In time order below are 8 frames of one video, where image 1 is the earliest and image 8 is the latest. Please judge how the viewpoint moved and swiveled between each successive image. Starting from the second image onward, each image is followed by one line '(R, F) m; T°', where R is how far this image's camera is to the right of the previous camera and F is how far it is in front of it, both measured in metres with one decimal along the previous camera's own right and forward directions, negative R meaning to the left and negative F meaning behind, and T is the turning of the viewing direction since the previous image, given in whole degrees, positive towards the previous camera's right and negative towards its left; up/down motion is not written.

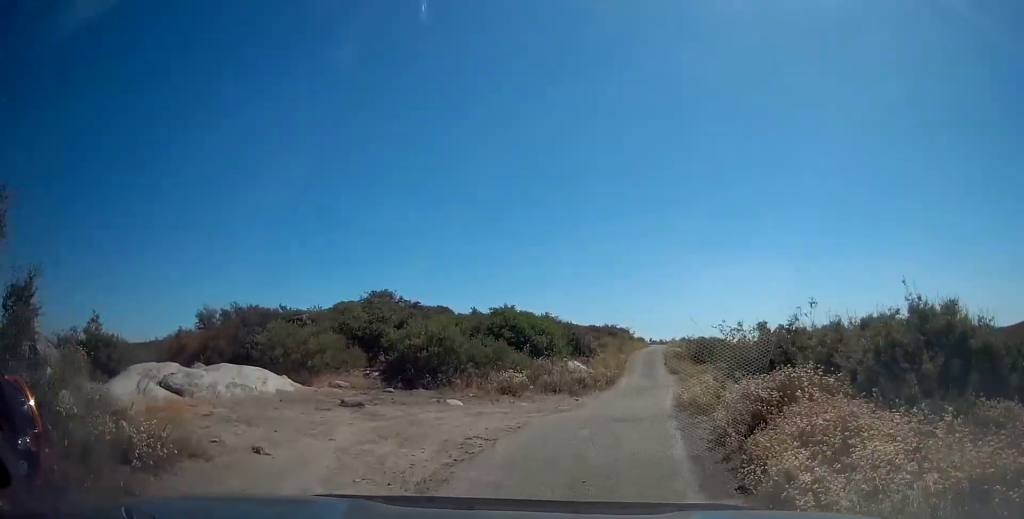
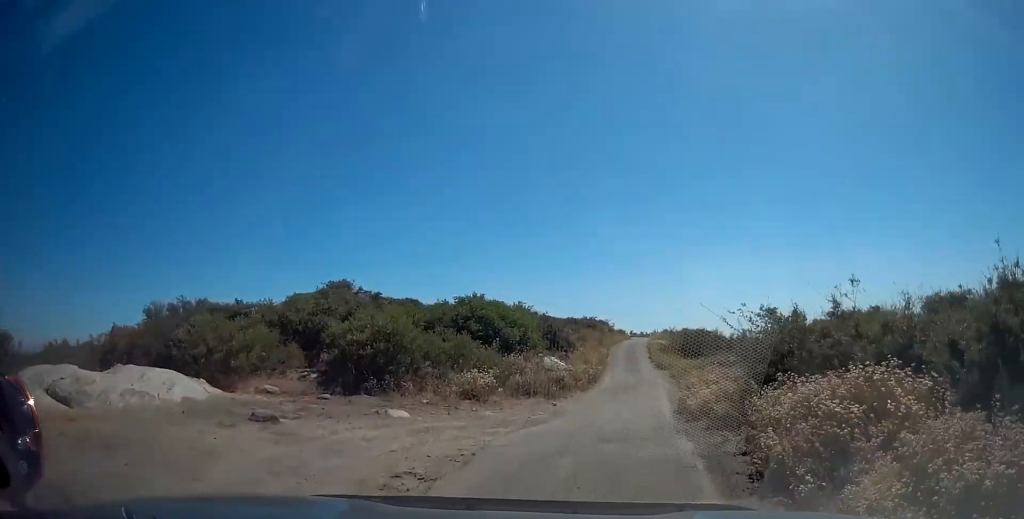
(+0.2, +3.4) m; +2°
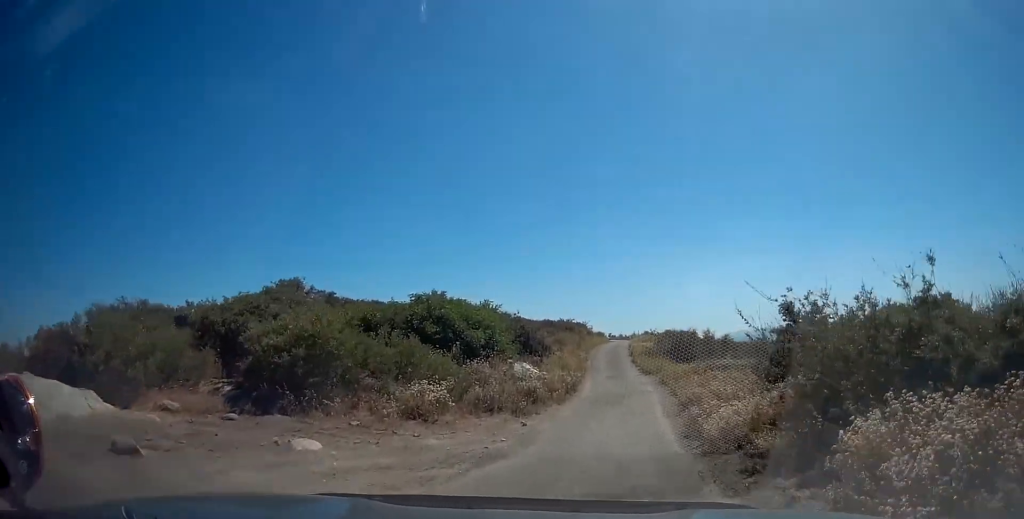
(+0.2, +3.5) m; +1°
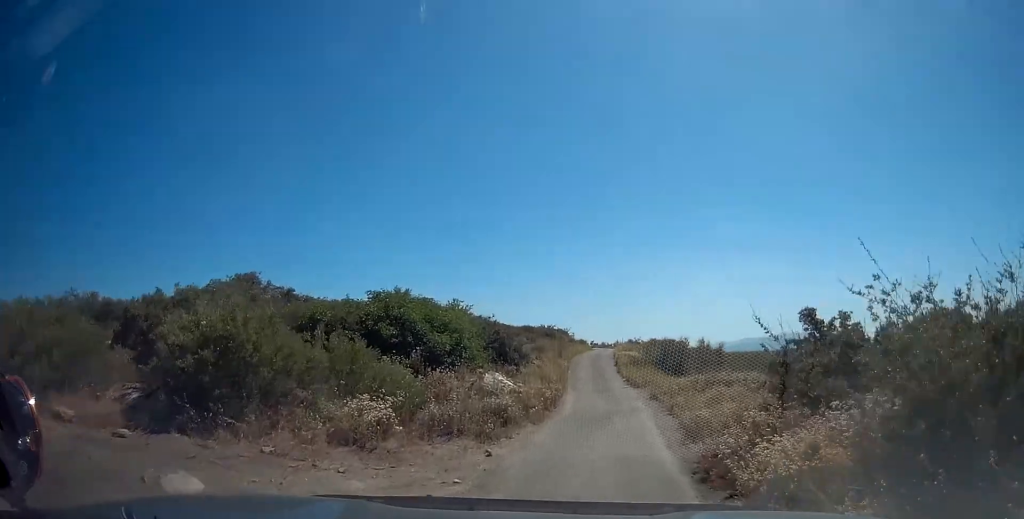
(0.0, +2.9) m; +1°
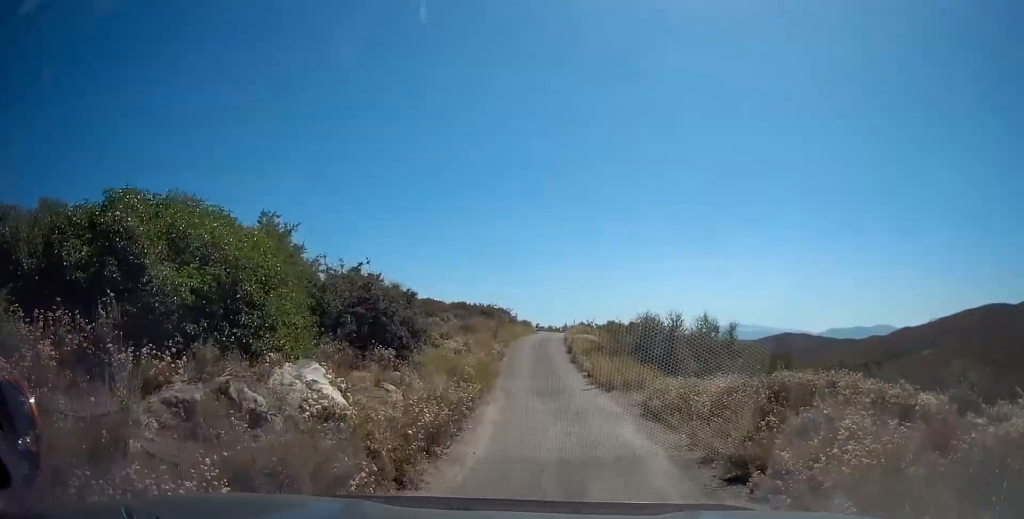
(+0.2, +10.8) m; +5°
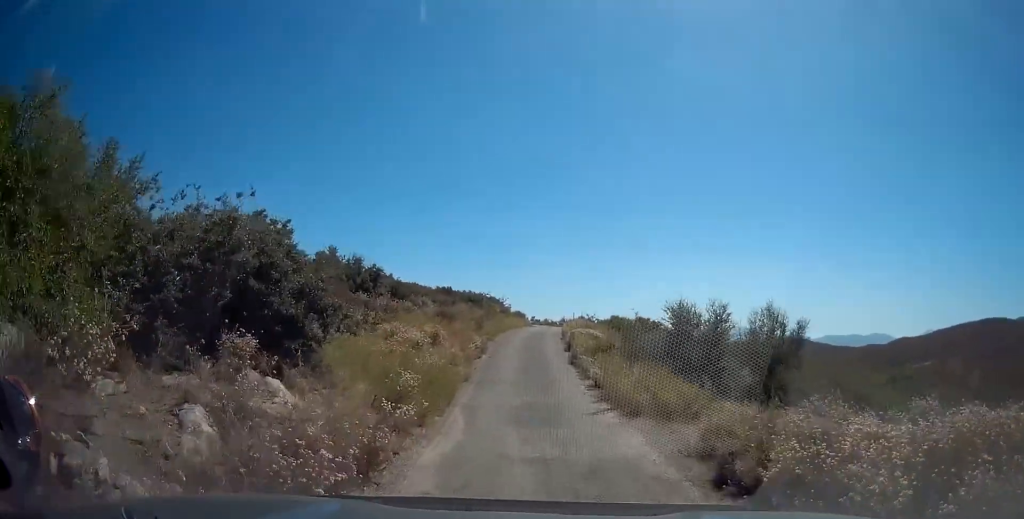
(+0.3, +6.3) m; +1°
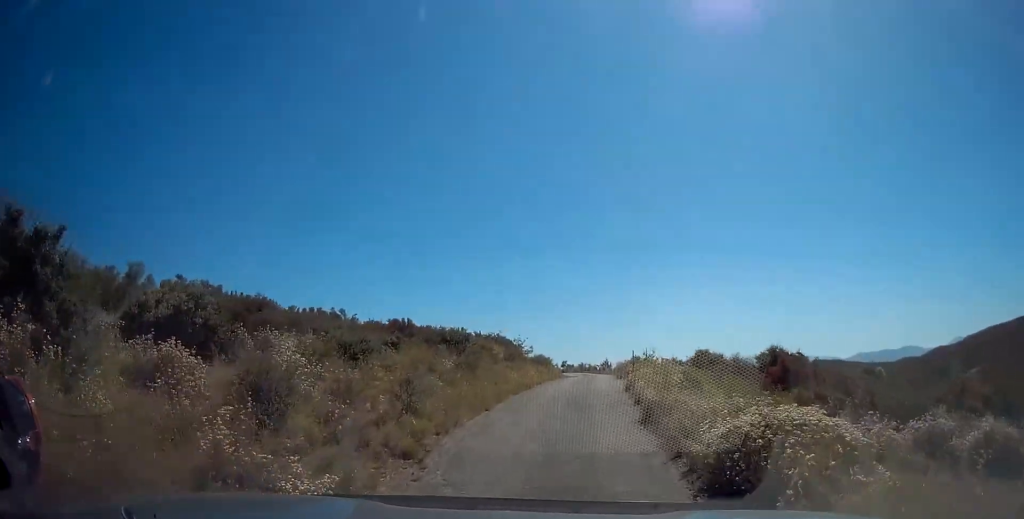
(+0.3, +21.0) m; +1°
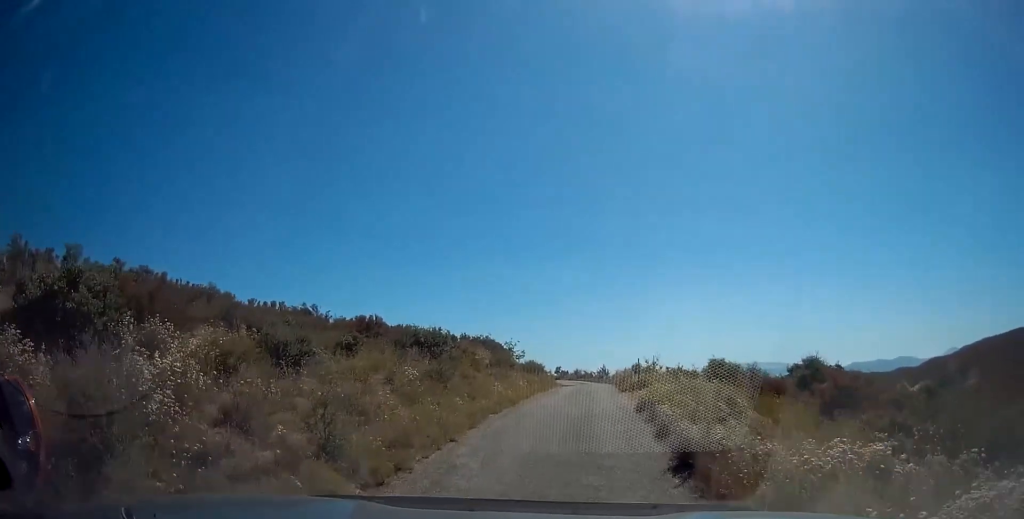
(-0.2, +4.0) m; -2°
